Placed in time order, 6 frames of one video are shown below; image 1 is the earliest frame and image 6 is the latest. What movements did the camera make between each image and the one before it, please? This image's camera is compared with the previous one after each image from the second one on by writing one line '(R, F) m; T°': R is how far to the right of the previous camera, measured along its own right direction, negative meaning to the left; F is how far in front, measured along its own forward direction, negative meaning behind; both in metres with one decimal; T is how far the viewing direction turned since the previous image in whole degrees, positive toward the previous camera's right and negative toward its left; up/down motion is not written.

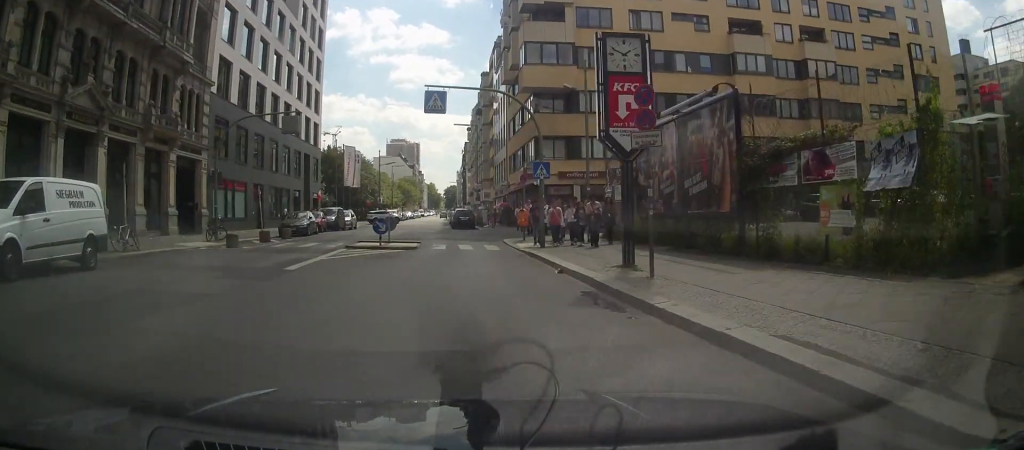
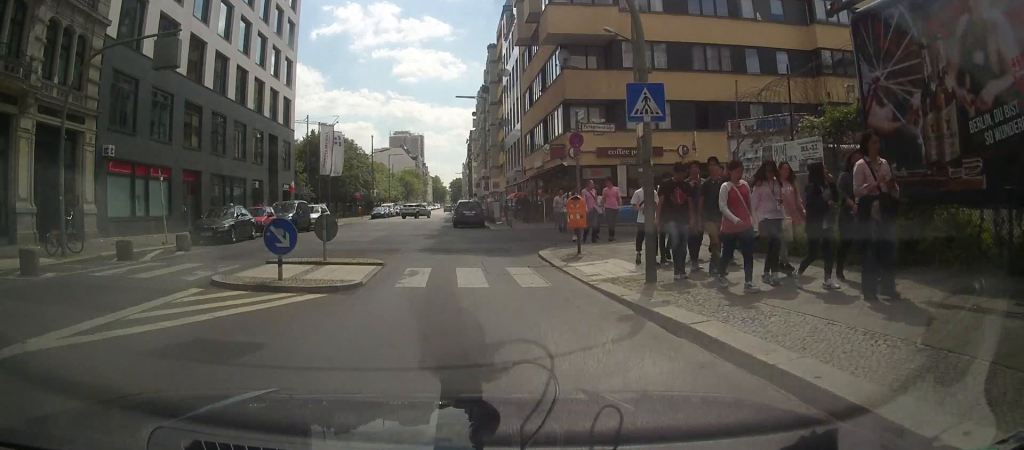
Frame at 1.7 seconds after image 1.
(0.0, +6.7) m; 0°
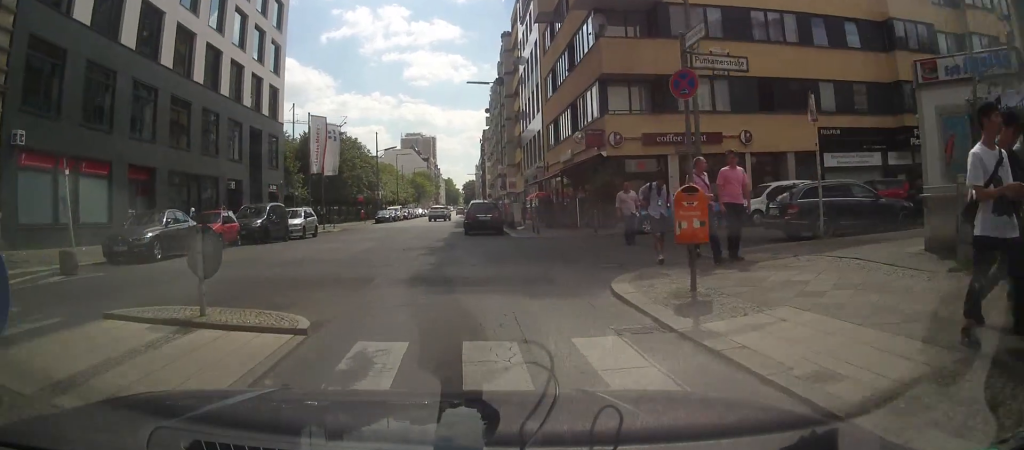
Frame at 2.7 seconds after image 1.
(0.0, +5.4) m; -4°
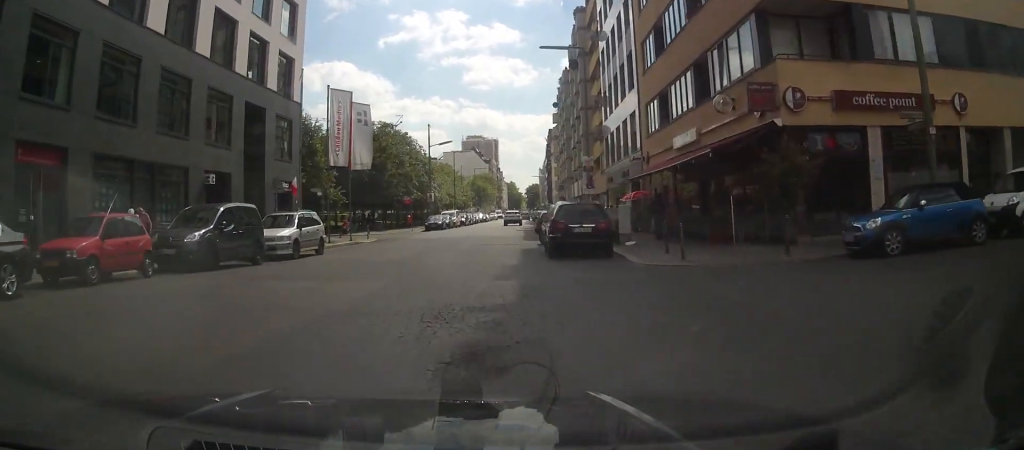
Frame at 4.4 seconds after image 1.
(-0.8, +12.6) m; -4°
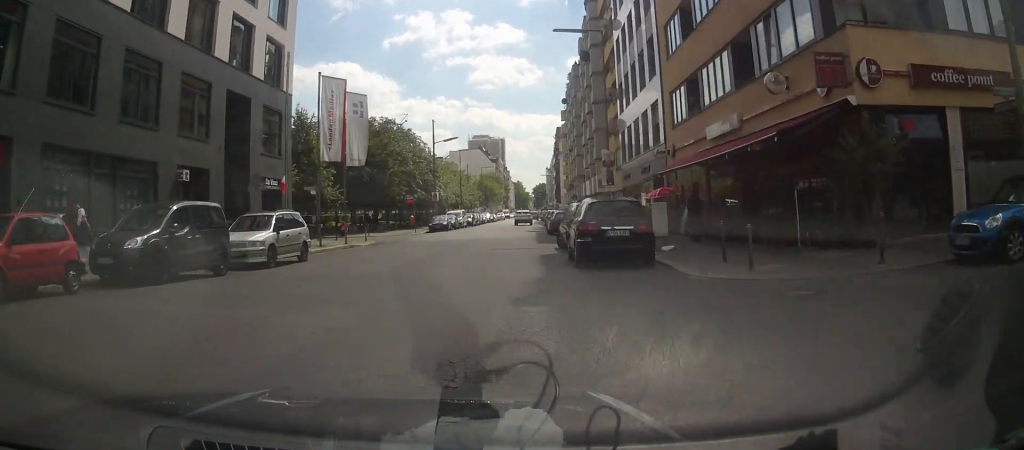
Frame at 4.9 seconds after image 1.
(0.0, +3.7) m; 0°
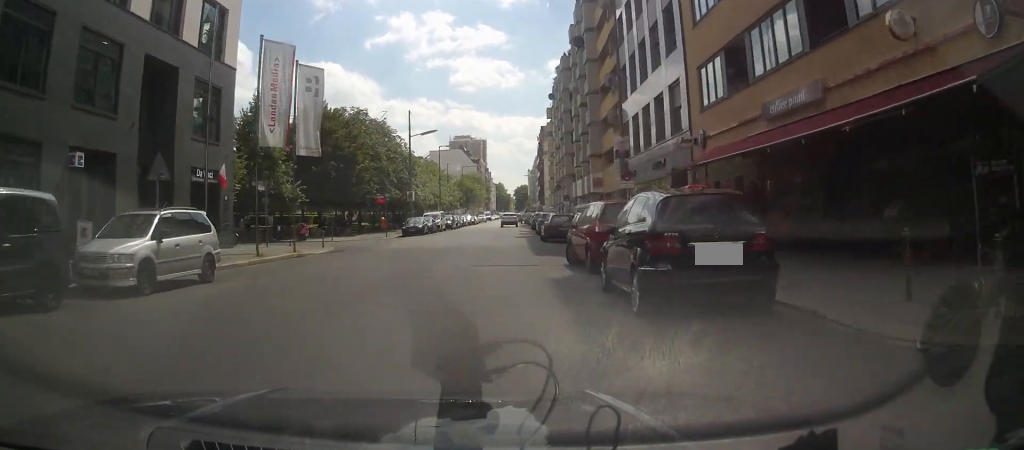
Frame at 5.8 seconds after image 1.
(+0.1, +6.8) m; +1°
